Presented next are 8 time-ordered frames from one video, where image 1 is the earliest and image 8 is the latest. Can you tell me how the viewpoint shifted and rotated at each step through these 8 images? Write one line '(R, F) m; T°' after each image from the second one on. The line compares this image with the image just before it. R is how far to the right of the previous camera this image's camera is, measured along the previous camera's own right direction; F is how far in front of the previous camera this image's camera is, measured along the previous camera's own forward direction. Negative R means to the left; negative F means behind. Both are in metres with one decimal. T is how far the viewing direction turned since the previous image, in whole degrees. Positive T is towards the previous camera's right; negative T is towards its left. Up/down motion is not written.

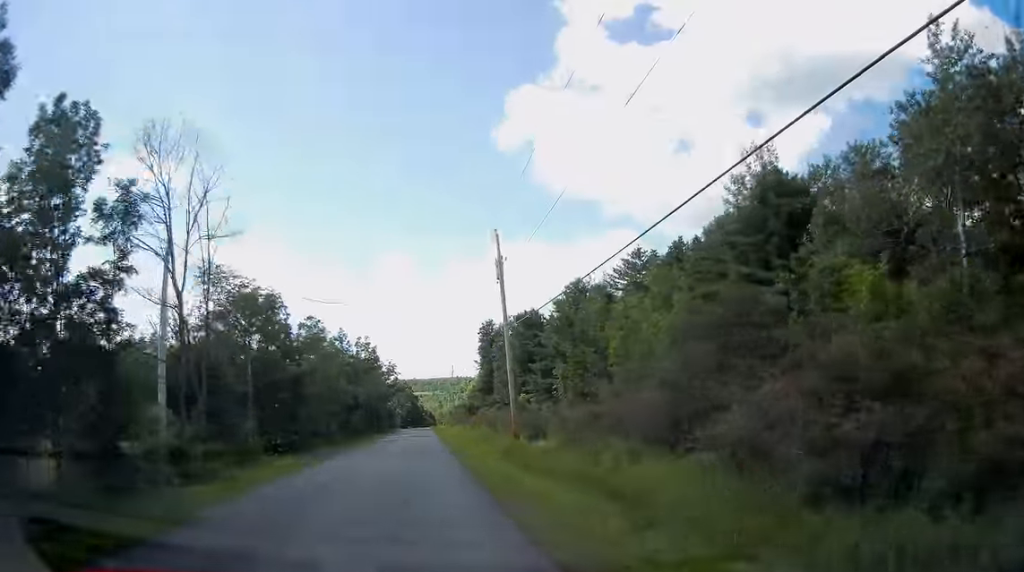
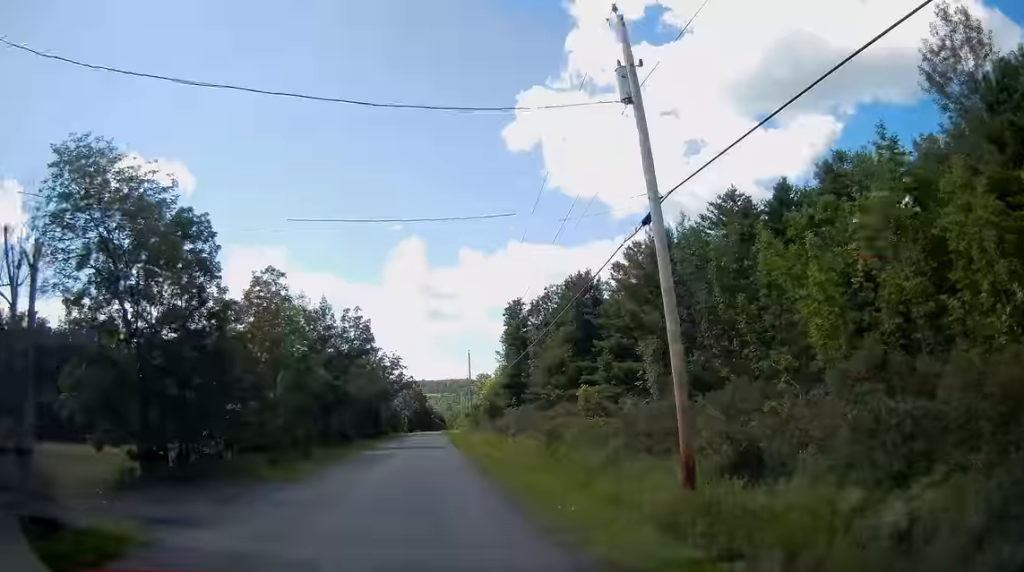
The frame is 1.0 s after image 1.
(-0.1, +18.5) m; 0°
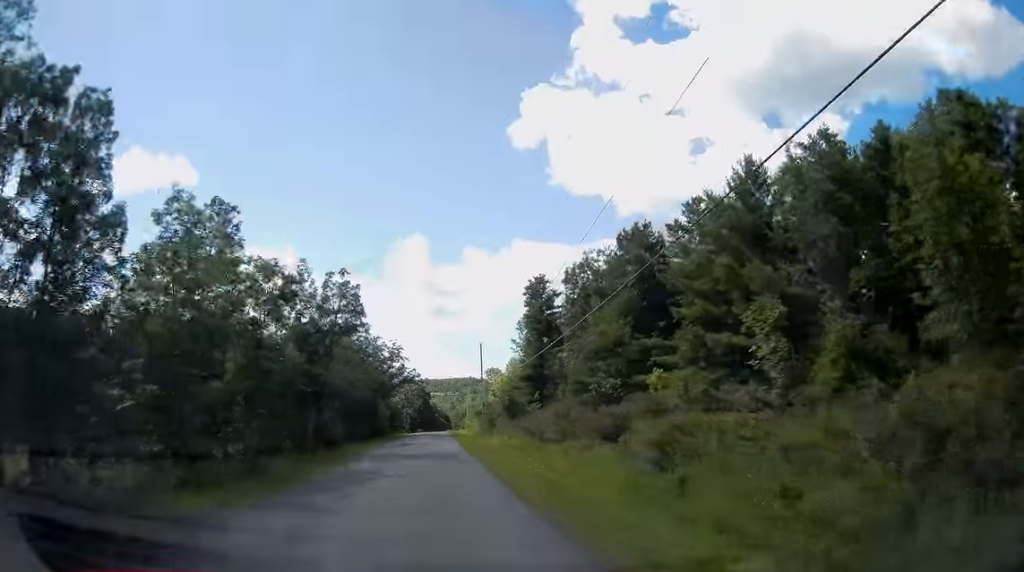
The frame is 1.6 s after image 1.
(-0.1, +11.6) m; 0°
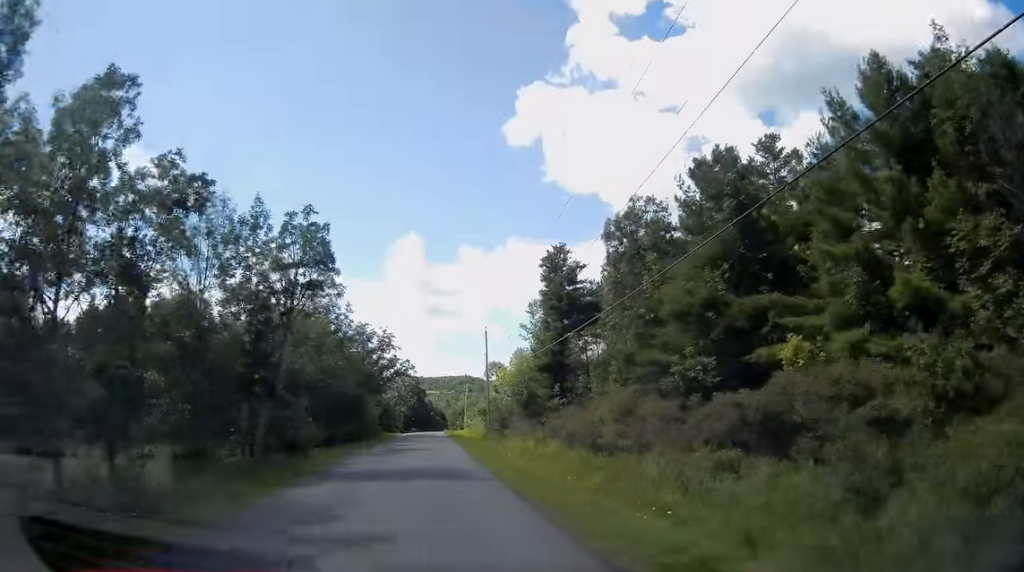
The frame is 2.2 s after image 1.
(+0.2, +10.9) m; 0°
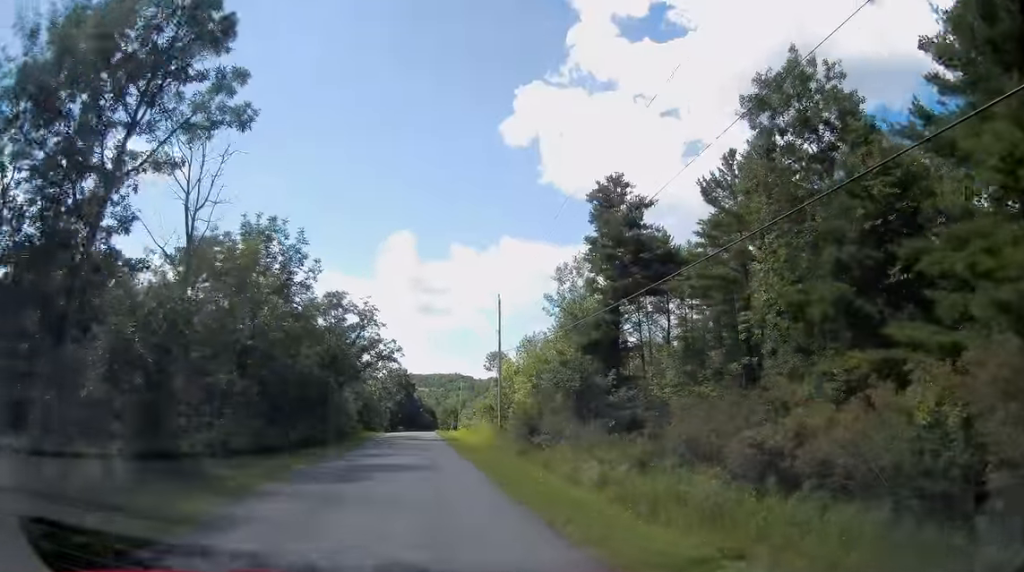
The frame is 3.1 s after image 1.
(-0.2, +16.2) m; 0°
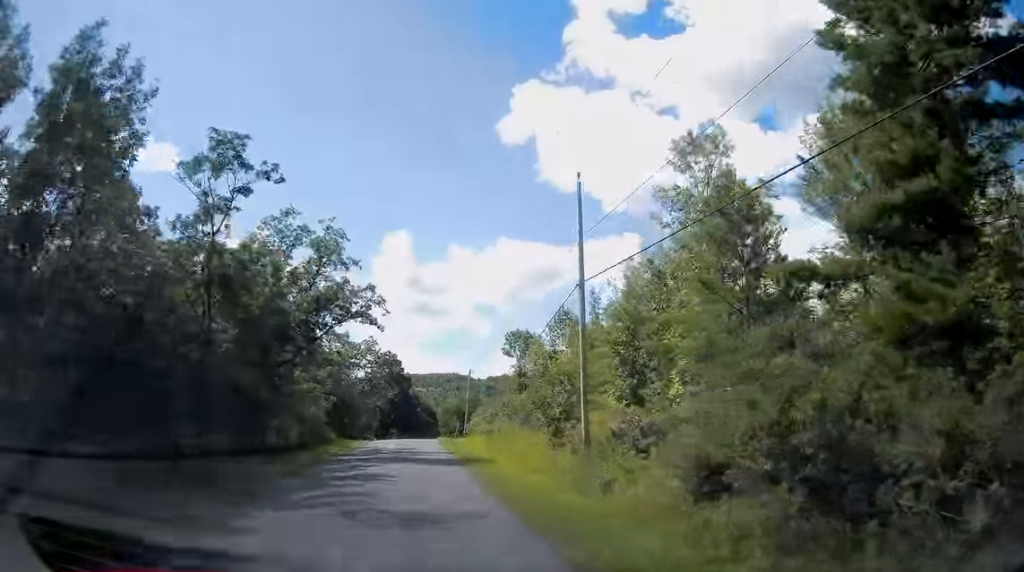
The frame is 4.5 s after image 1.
(+0.5, +24.2) m; +1°
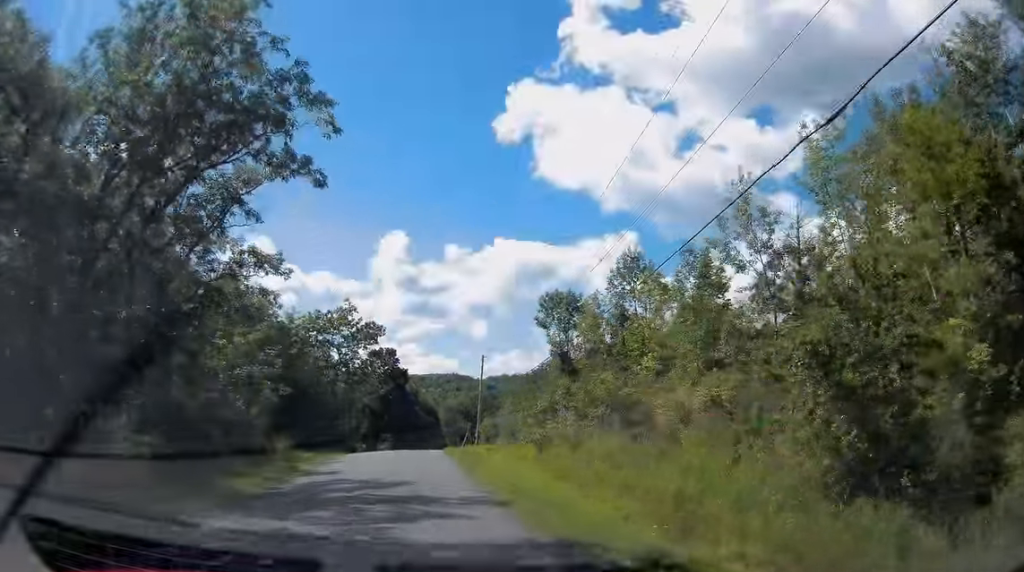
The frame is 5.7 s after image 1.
(-0.3, +21.2) m; 0°
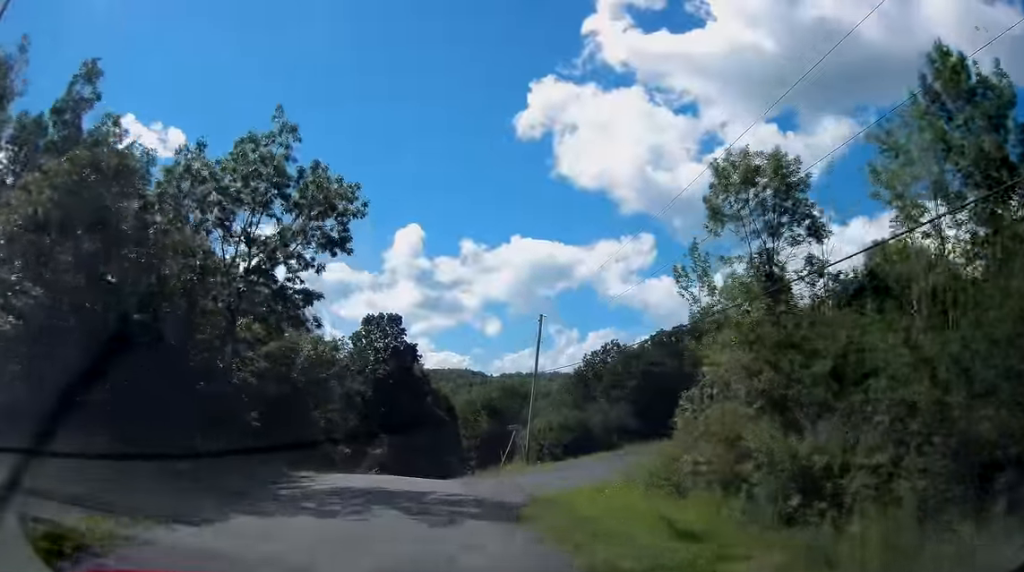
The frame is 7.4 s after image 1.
(-0.5, +28.7) m; -3°
